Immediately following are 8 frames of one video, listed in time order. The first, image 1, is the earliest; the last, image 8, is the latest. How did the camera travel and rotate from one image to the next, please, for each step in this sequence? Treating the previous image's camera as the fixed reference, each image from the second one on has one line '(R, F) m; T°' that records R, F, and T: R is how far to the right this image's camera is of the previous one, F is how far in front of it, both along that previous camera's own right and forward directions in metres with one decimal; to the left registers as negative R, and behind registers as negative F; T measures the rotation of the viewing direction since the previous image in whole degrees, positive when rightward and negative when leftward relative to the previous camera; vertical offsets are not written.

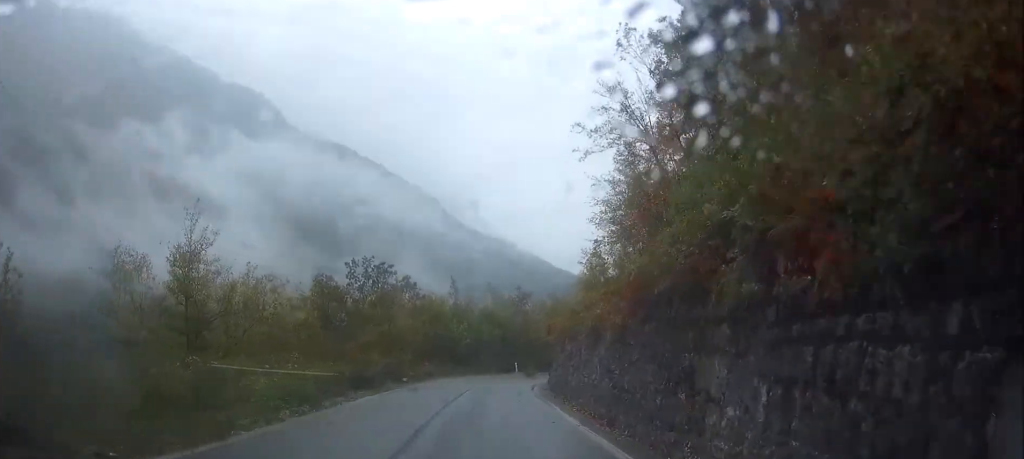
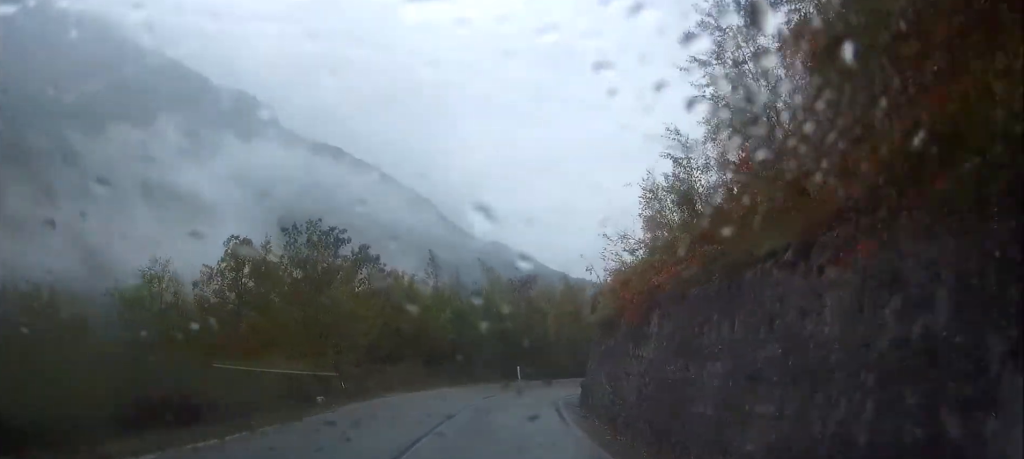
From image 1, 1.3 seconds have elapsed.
(-0.2, +15.2) m; 0°
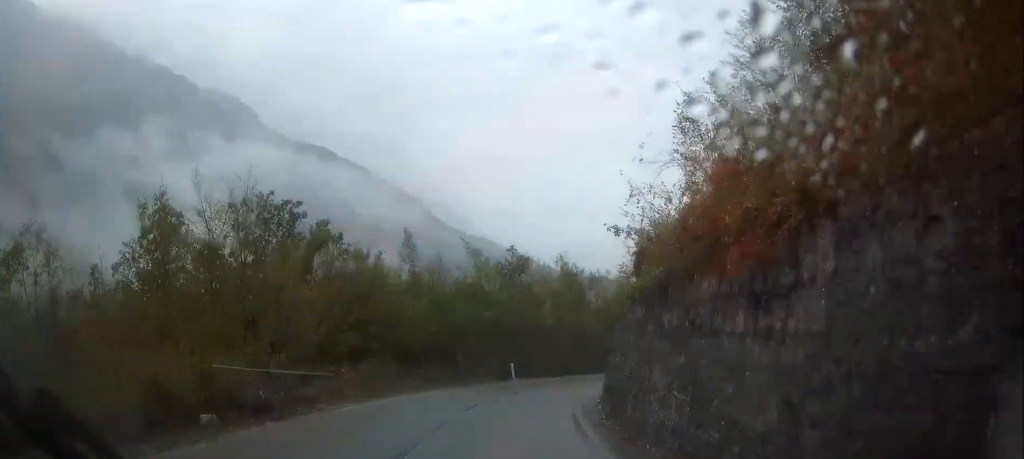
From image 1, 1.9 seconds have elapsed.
(+0.1, +6.2) m; +2°
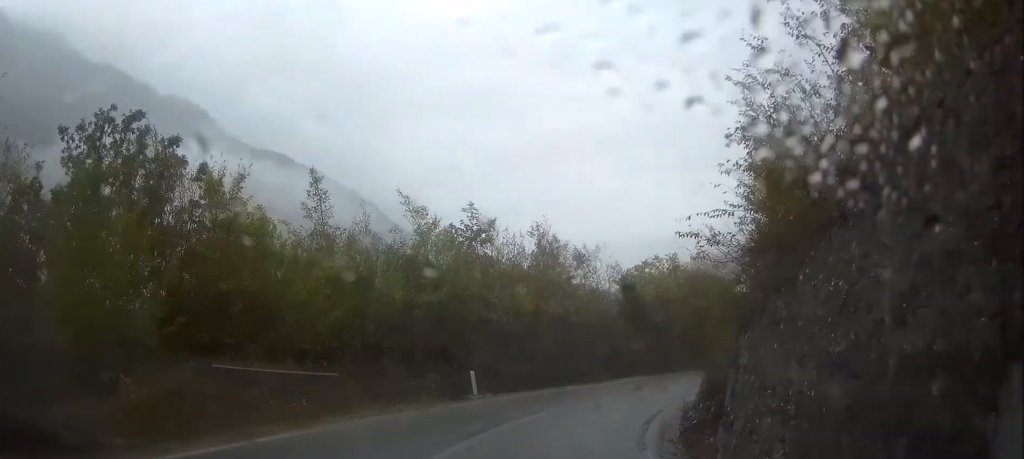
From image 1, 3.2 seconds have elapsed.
(+0.5, +12.1) m; +9°
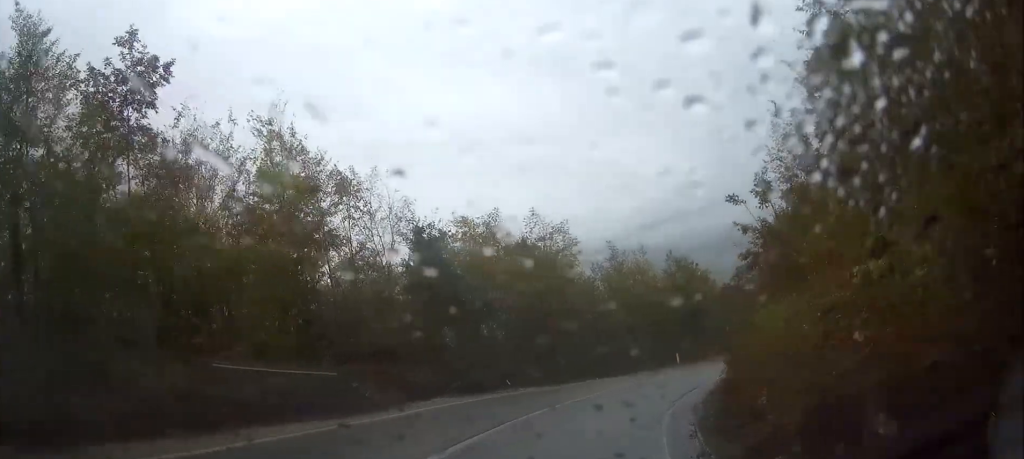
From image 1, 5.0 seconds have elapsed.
(+2.8, +16.6) m; +21°
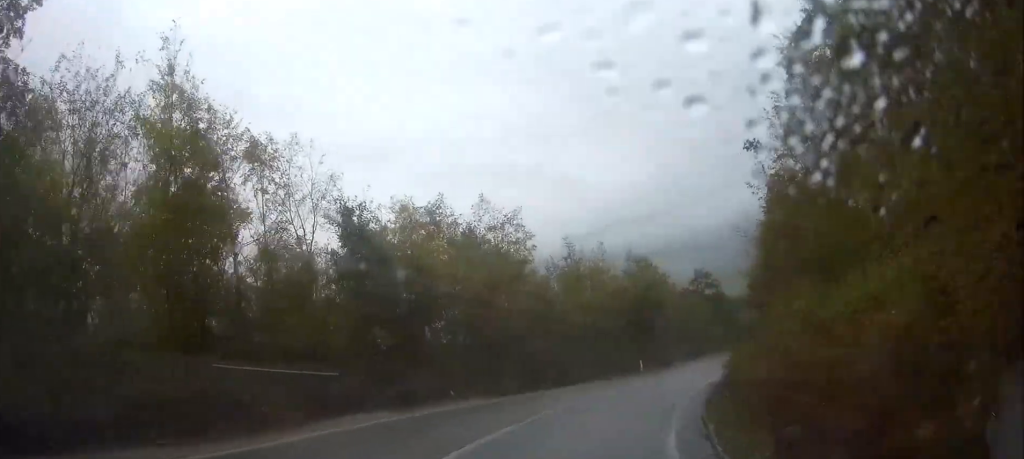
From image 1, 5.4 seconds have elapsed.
(0.0, +4.0) m; +5°
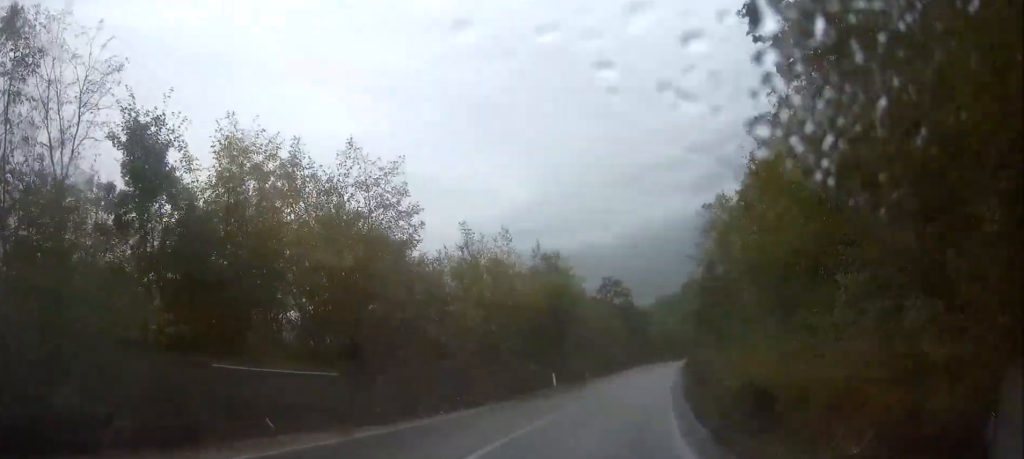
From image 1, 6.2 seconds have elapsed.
(+1.0, +8.2) m; +10°
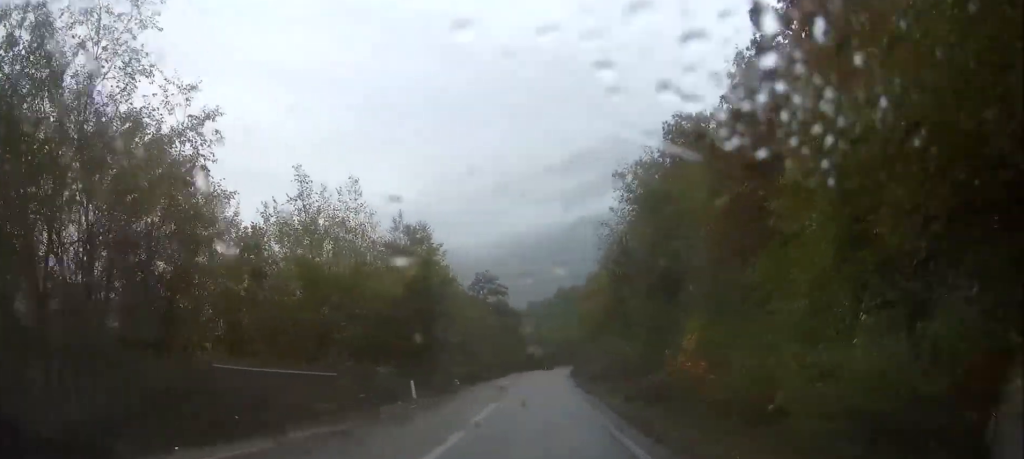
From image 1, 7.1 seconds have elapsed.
(+0.8, +10.1) m; +7°
